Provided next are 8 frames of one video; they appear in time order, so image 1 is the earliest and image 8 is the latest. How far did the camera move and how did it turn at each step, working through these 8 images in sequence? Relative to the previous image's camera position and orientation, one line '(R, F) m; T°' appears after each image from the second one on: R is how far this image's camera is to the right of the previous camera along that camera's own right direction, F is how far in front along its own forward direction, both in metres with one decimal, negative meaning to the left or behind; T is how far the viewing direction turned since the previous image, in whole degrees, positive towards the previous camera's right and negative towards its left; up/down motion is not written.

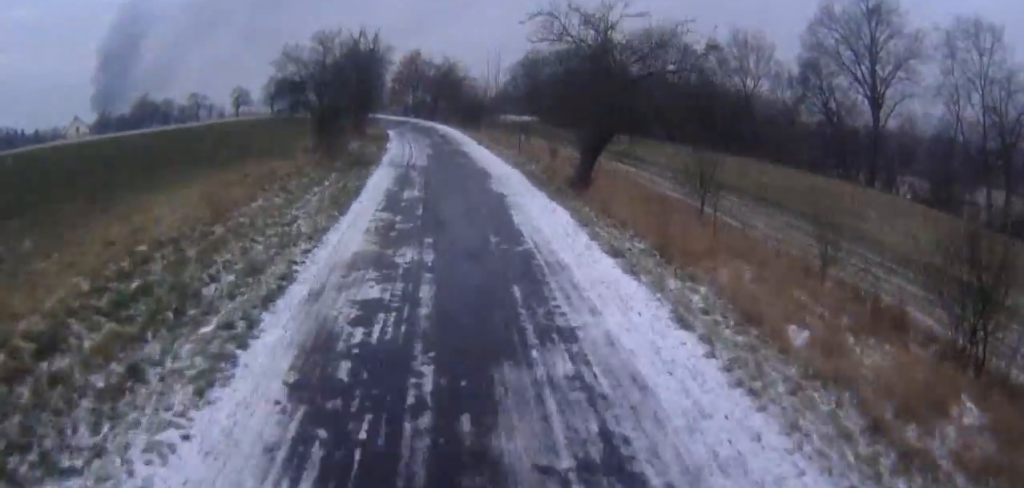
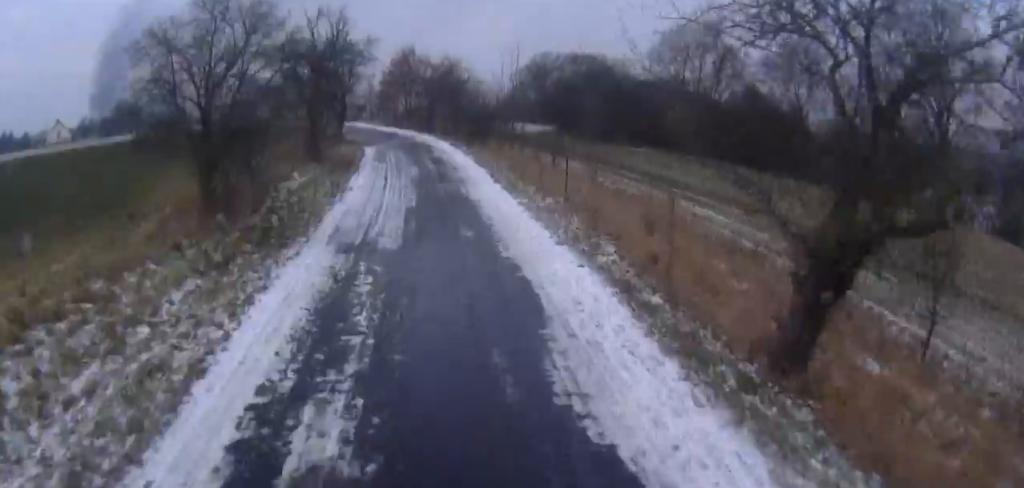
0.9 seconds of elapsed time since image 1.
(-0.3, +13.7) m; -3°
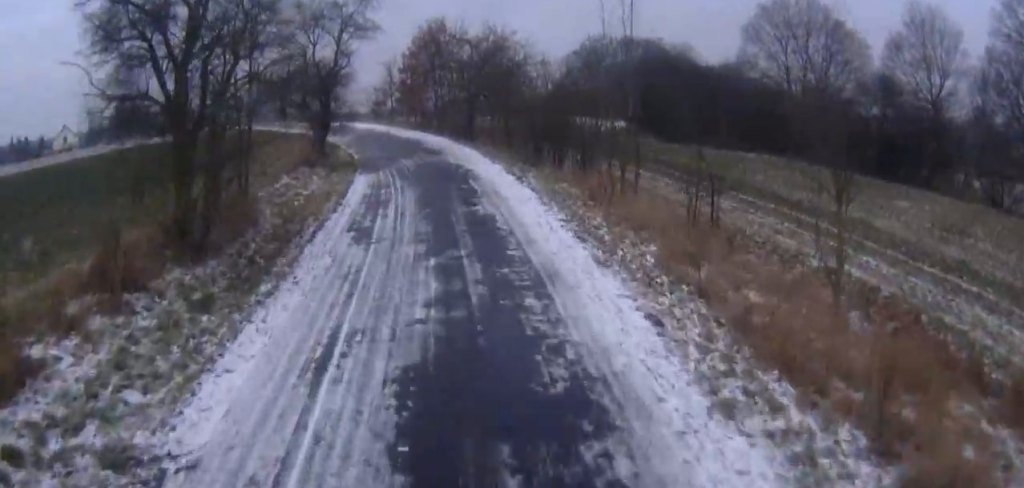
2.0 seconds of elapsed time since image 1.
(-0.8, +18.0) m; 0°
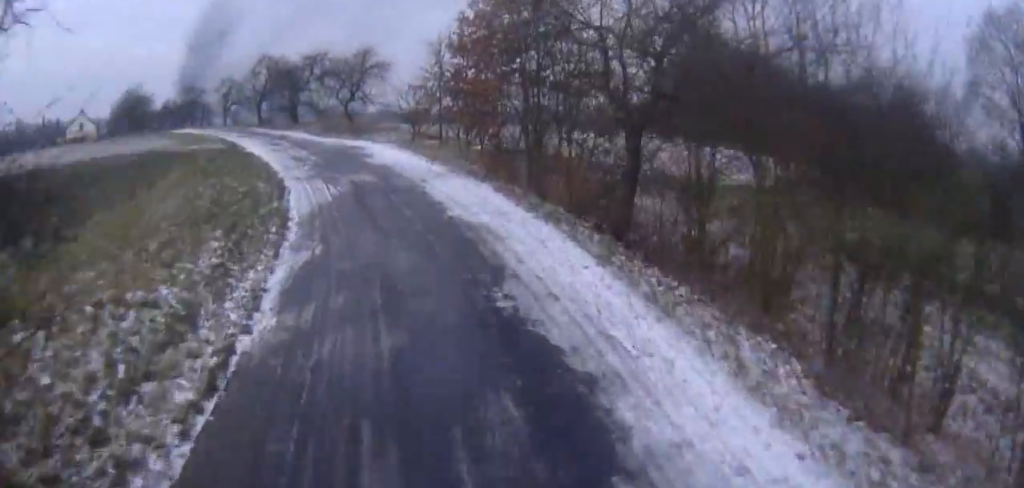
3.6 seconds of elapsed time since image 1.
(+0.6, +24.7) m; -2°
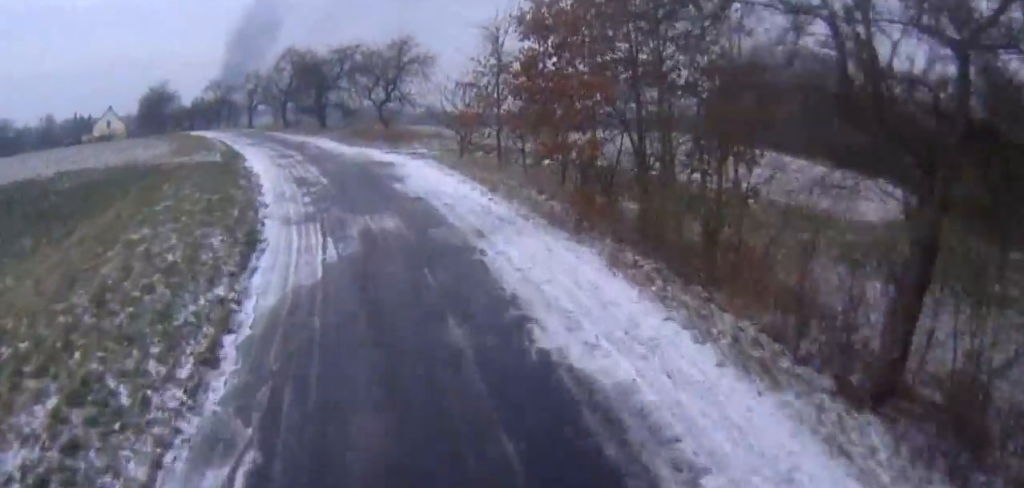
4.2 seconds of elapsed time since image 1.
(-0.4, +8.2) m; -3°
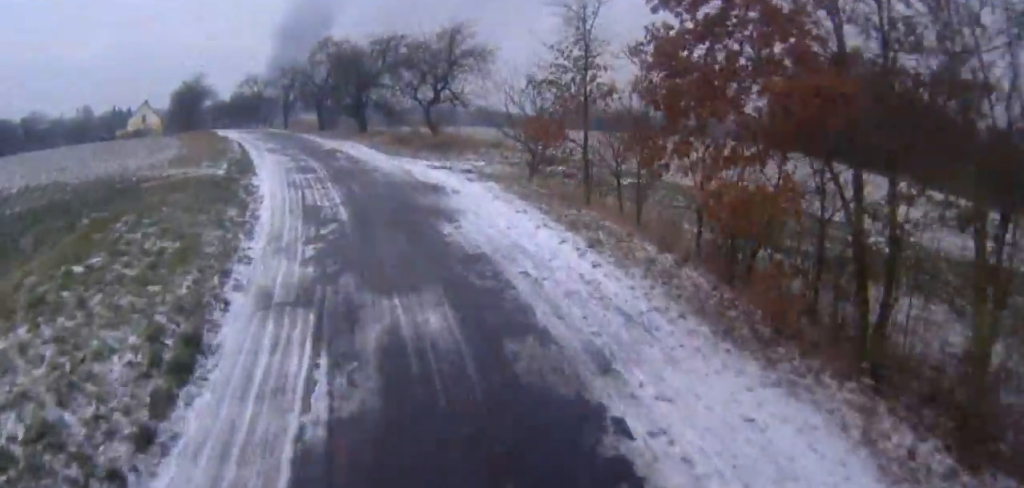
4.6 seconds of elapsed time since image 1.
(-0.1, +6.1) m; -3°
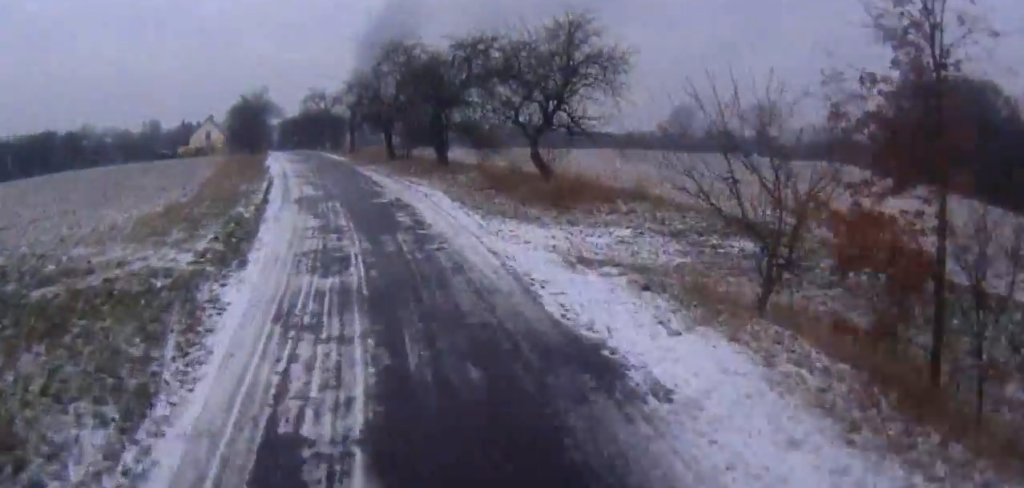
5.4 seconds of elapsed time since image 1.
(-0.1, +10.8) m; -5°
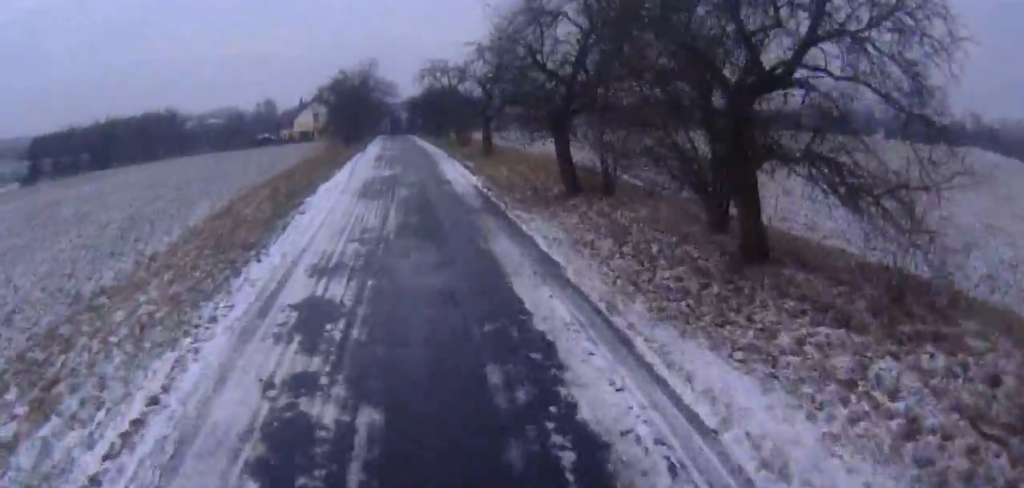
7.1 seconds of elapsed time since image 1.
(-3.2, +22.4) m; -13°
